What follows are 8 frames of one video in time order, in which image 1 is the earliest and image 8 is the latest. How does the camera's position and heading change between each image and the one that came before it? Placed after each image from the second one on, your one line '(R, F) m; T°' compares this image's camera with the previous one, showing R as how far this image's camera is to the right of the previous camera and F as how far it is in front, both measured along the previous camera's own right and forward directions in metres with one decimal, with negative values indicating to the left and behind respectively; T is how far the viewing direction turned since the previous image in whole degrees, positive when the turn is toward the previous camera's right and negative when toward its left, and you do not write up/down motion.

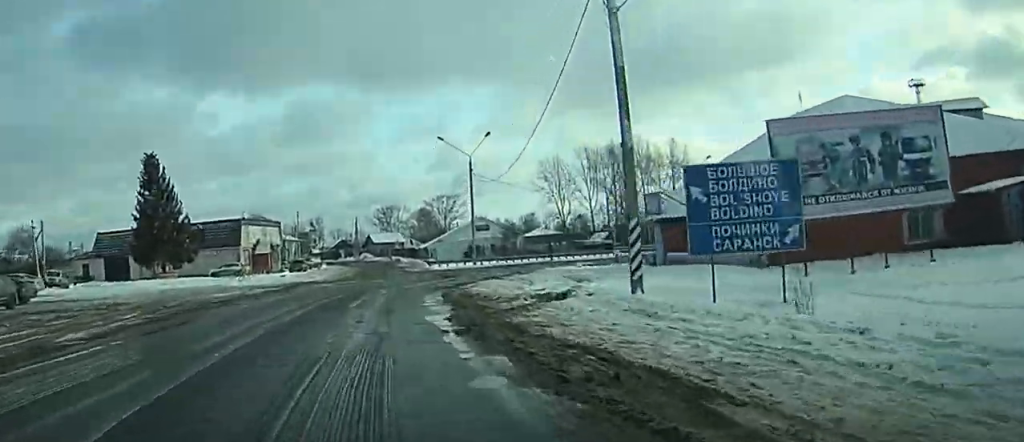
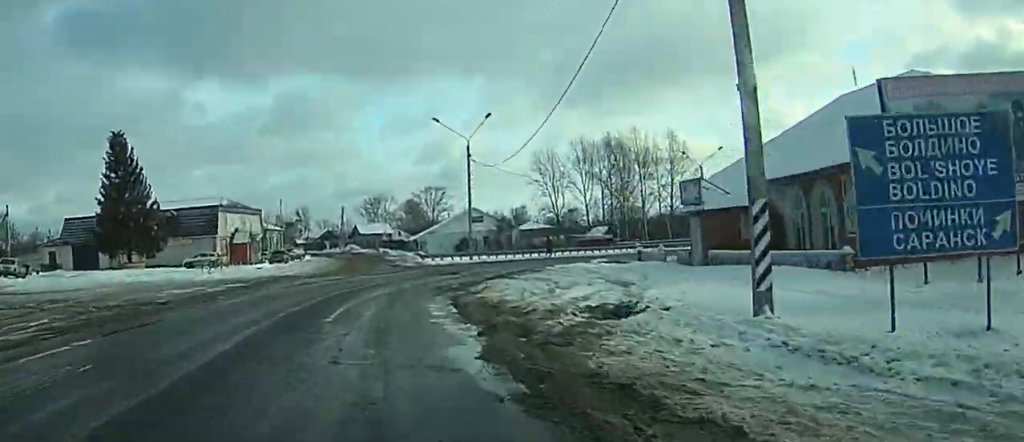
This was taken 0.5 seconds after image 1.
(-1.1, +8.7) m; -6°
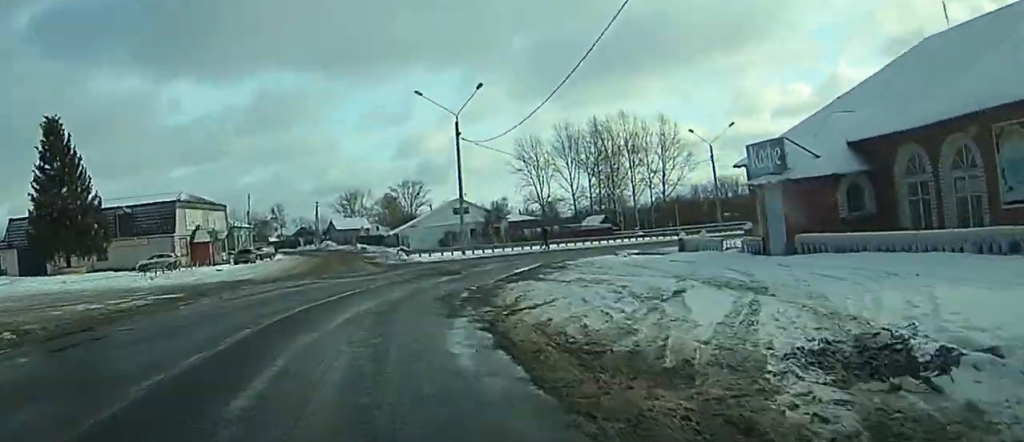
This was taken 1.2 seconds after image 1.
(+0.2, +11.5) m; +2°
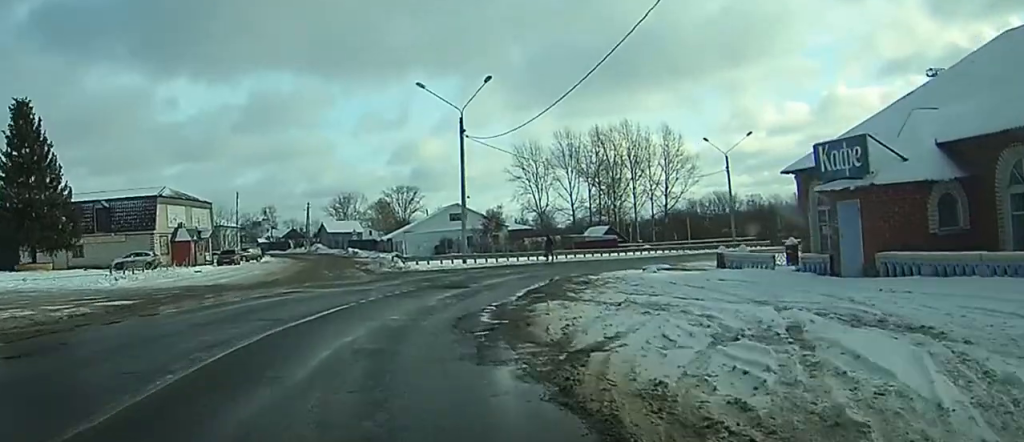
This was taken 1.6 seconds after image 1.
(0.0, +5.9) m; +1°
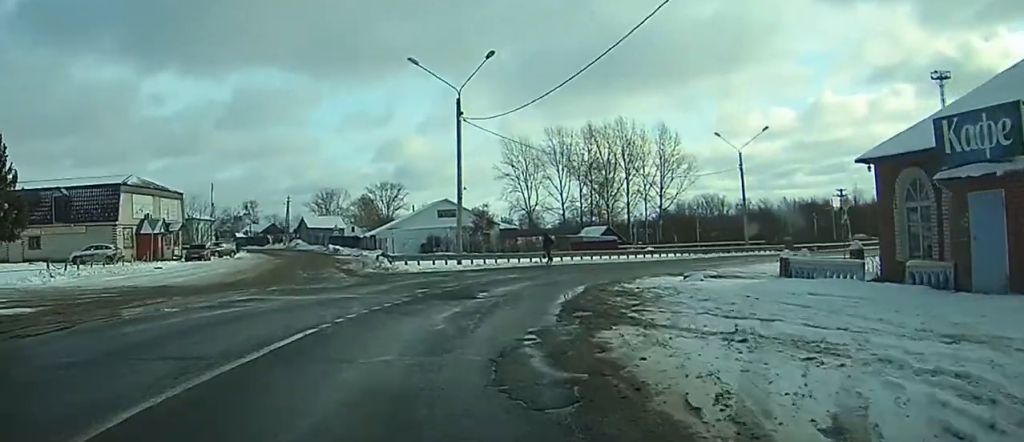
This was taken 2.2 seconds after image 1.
(+0.2, +7.0) m; +2°
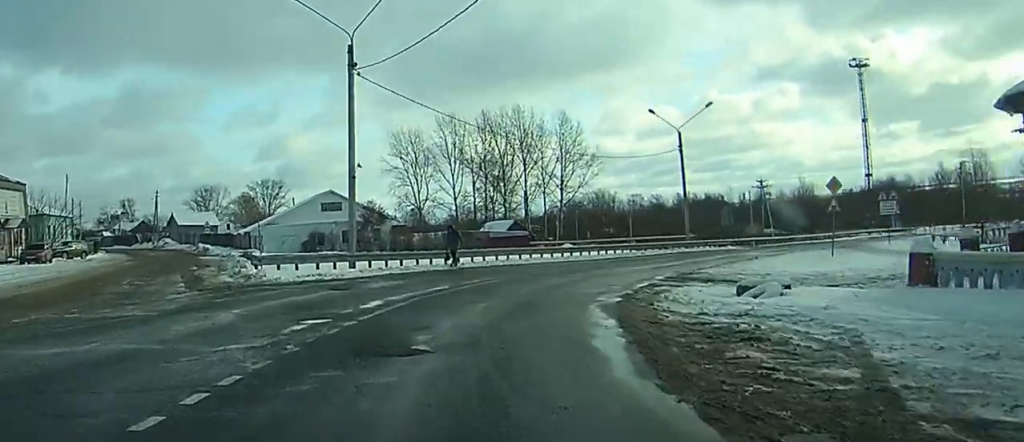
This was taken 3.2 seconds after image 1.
(+0.5, +12.4) m; +8°
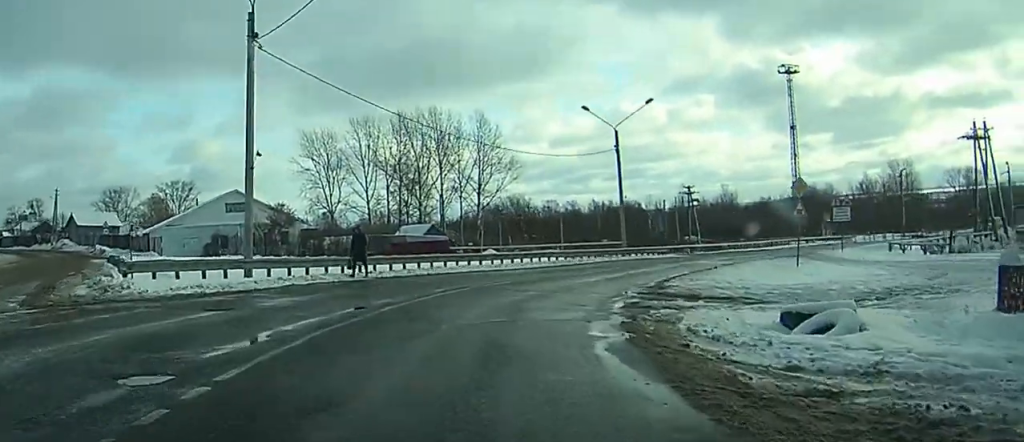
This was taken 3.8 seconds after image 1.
(+0.2, +5.5) m; +4°
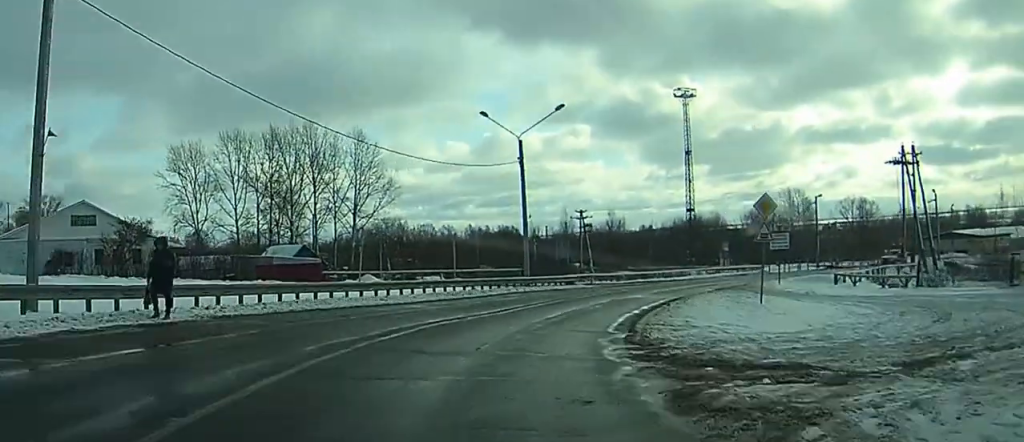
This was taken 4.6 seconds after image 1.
(+0.7, +8.4) m; +10°
